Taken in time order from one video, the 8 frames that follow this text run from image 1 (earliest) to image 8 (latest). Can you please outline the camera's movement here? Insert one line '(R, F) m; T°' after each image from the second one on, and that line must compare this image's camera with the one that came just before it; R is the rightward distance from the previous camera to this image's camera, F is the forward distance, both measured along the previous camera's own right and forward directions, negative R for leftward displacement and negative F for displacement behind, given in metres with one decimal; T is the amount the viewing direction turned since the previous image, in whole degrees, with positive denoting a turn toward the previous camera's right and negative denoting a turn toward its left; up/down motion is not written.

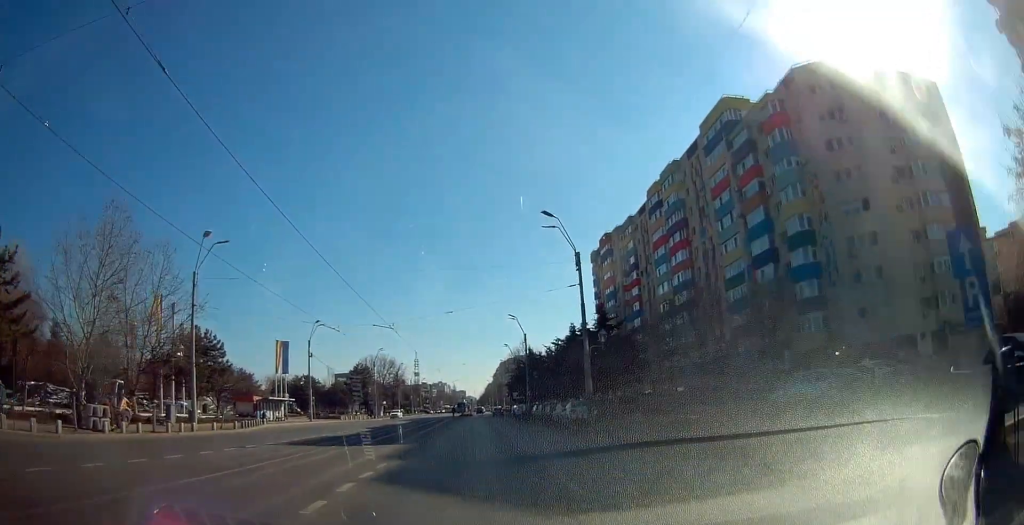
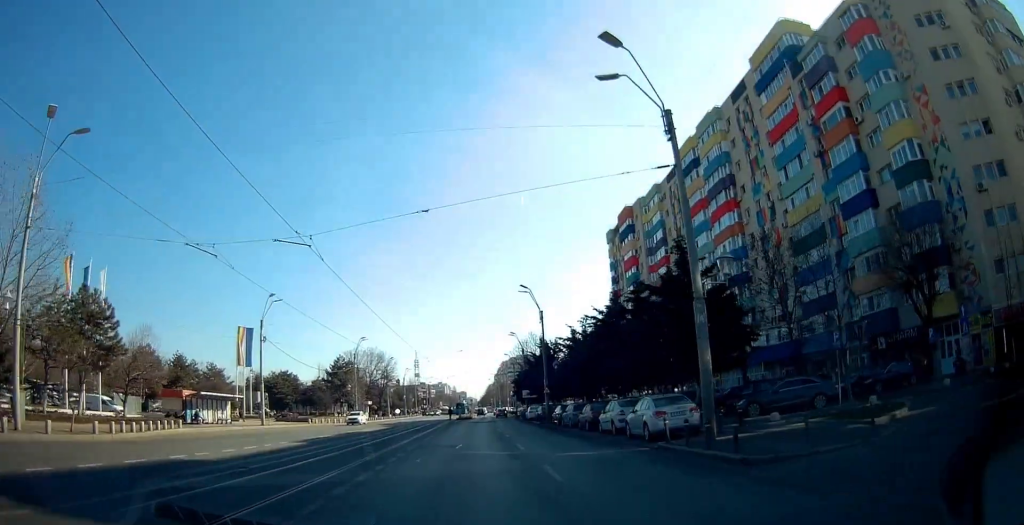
(+0.2, +16.3) m; +2°
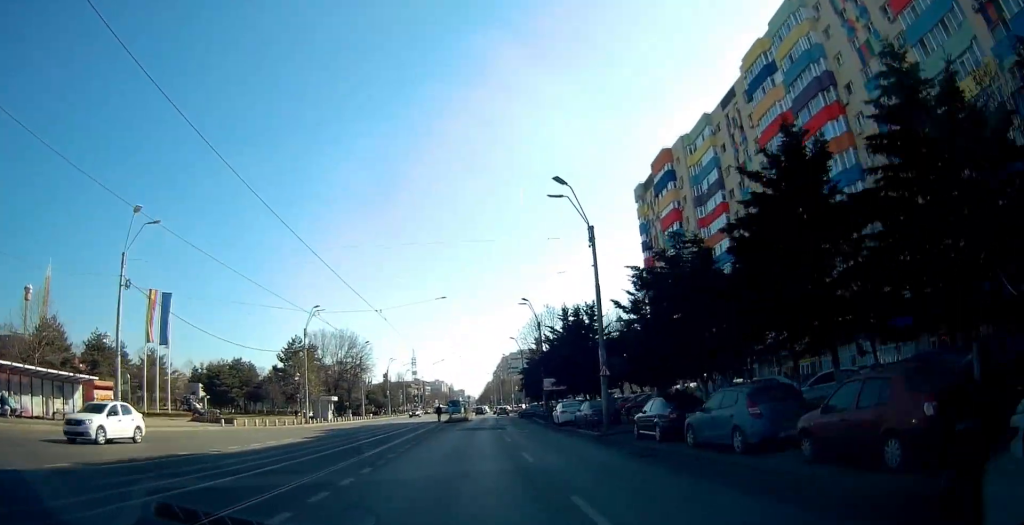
(+0.3, +23.4) m; +3°
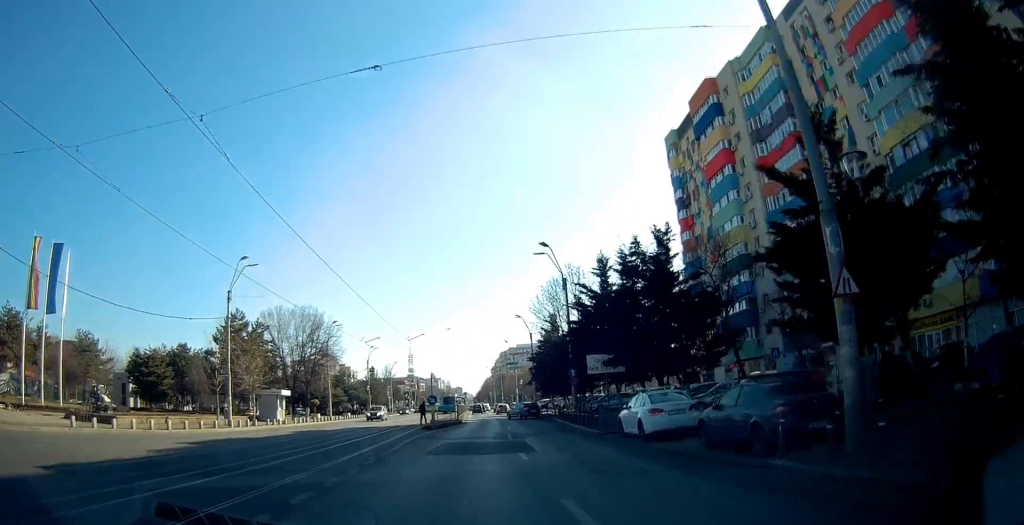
(+0.5, +18.9) m; 0°
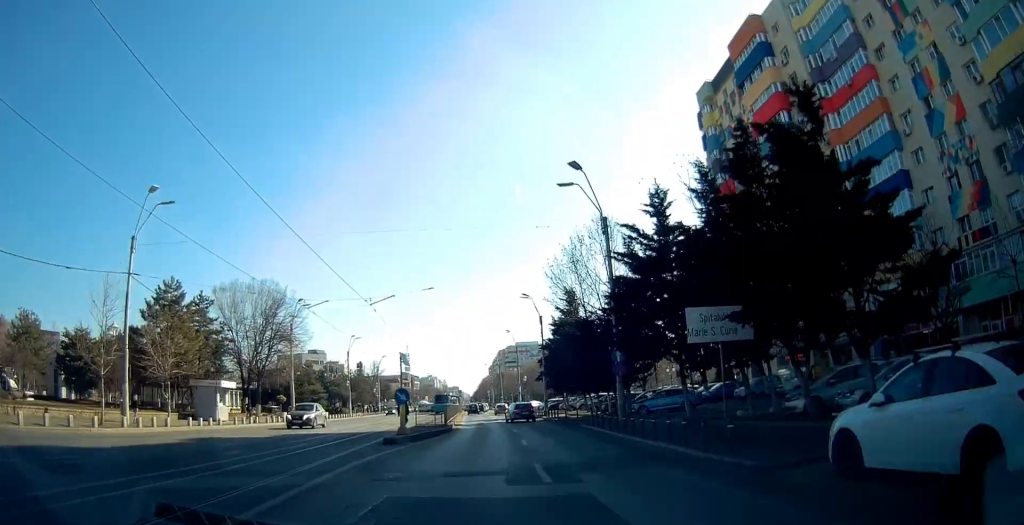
(-0.3, +13.4) m; 0°
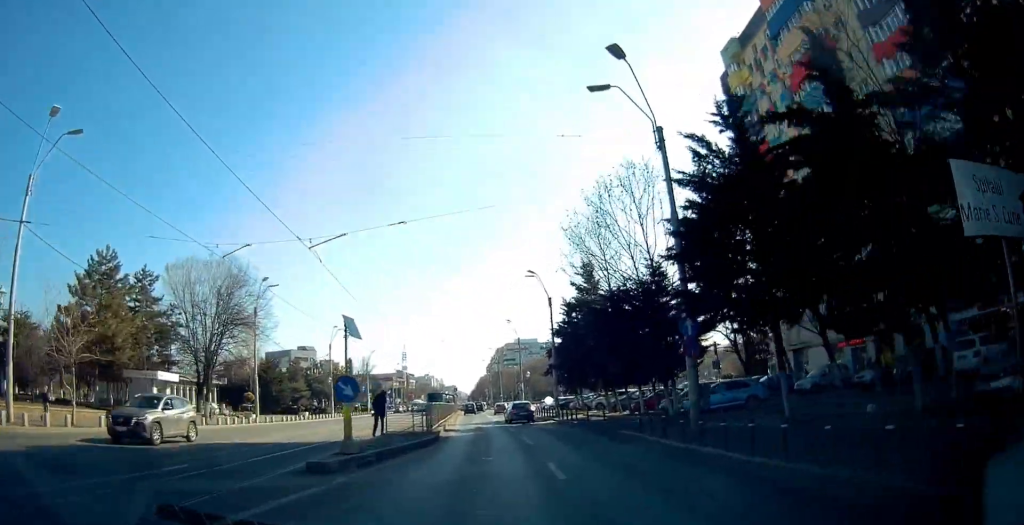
(+0.2, +9.3) m; 0°
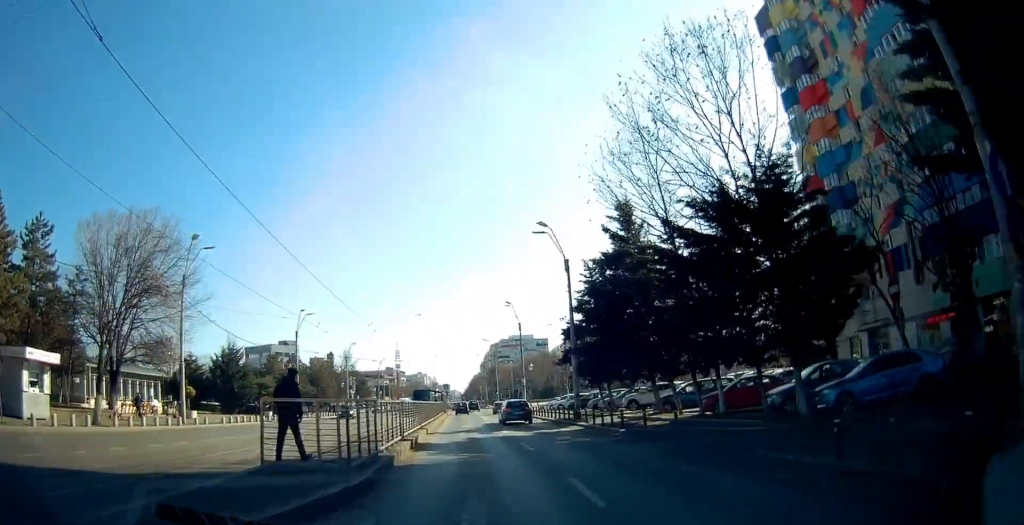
(-0.1, +12.2) m; 0°
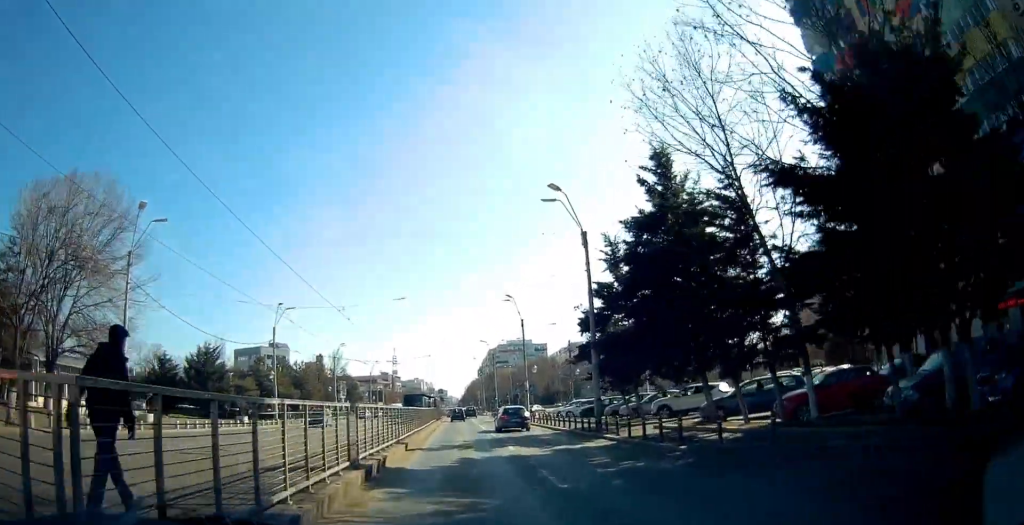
(0.0, +6.7) m; +1°
